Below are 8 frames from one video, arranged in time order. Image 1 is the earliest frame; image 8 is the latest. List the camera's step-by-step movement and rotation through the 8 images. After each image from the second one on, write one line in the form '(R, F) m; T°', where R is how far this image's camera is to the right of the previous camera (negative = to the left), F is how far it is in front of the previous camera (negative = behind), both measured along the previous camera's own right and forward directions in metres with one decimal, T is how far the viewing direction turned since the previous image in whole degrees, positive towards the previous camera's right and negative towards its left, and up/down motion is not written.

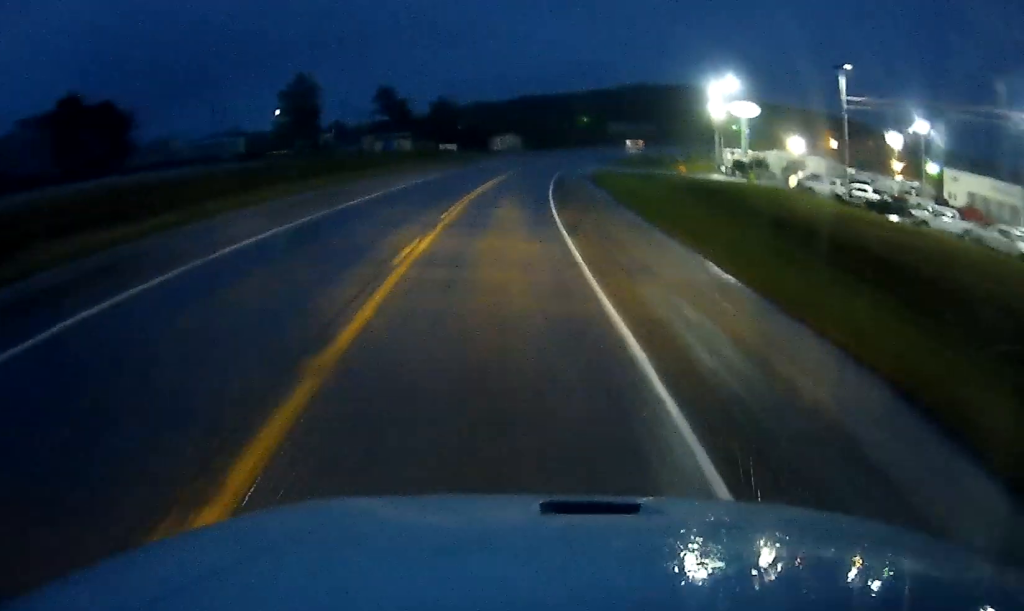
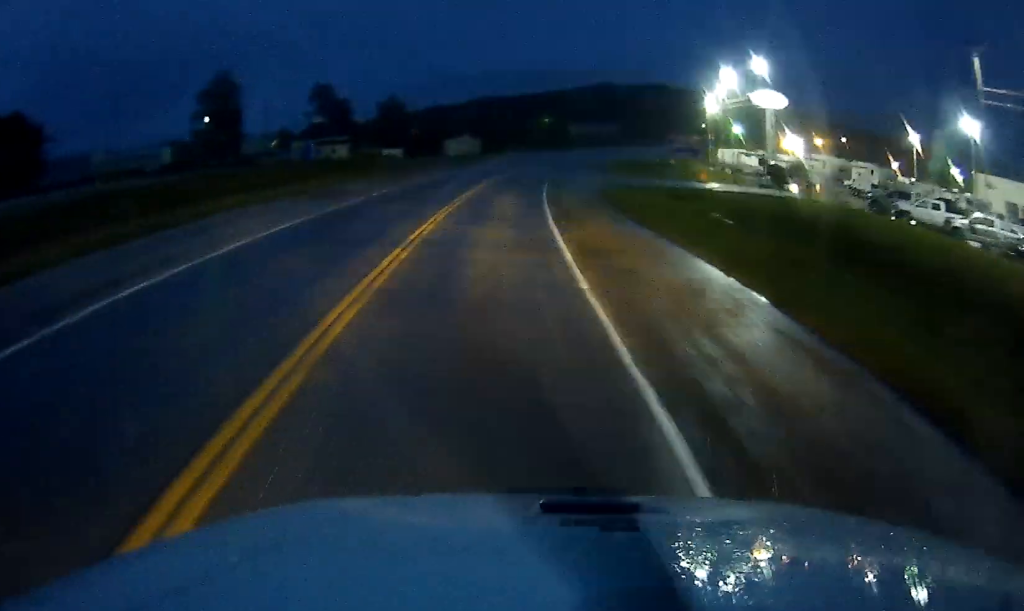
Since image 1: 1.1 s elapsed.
(+1.3, +20.4) m; +5°
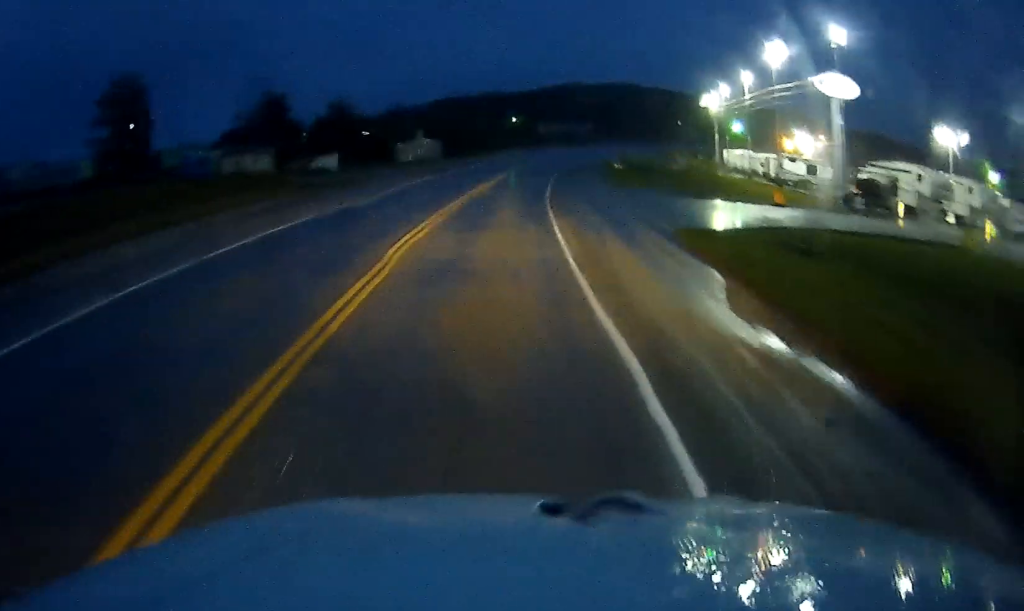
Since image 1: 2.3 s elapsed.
(+0.2, +20.9) m; +1°
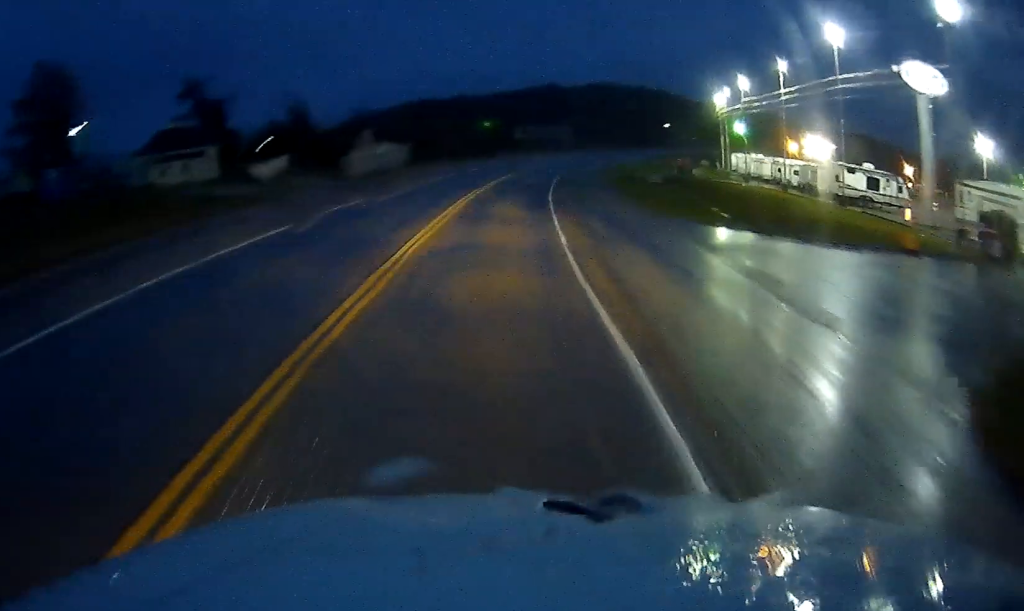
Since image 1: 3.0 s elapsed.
(0.0, +14.2) m; +2°
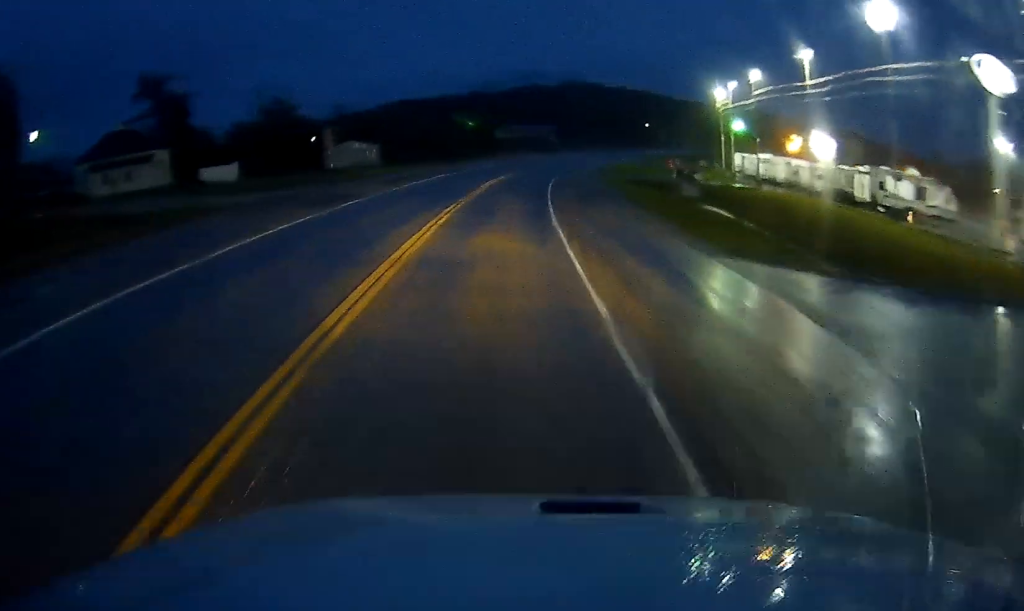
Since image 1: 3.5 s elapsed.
(+0.1, +8.1) m; +1°
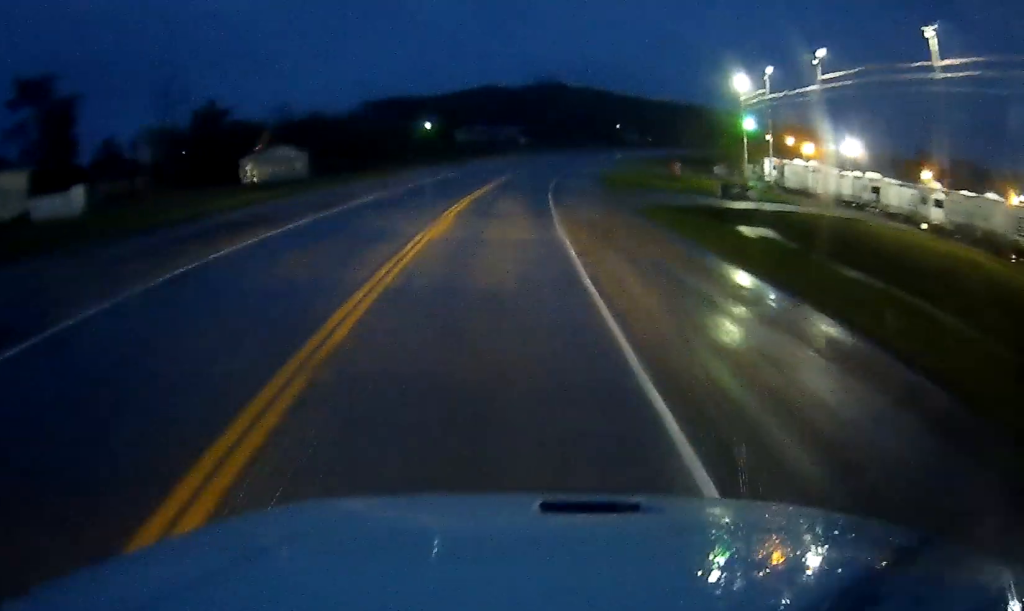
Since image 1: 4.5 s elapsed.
(+0.8, +20.0) m; +5°
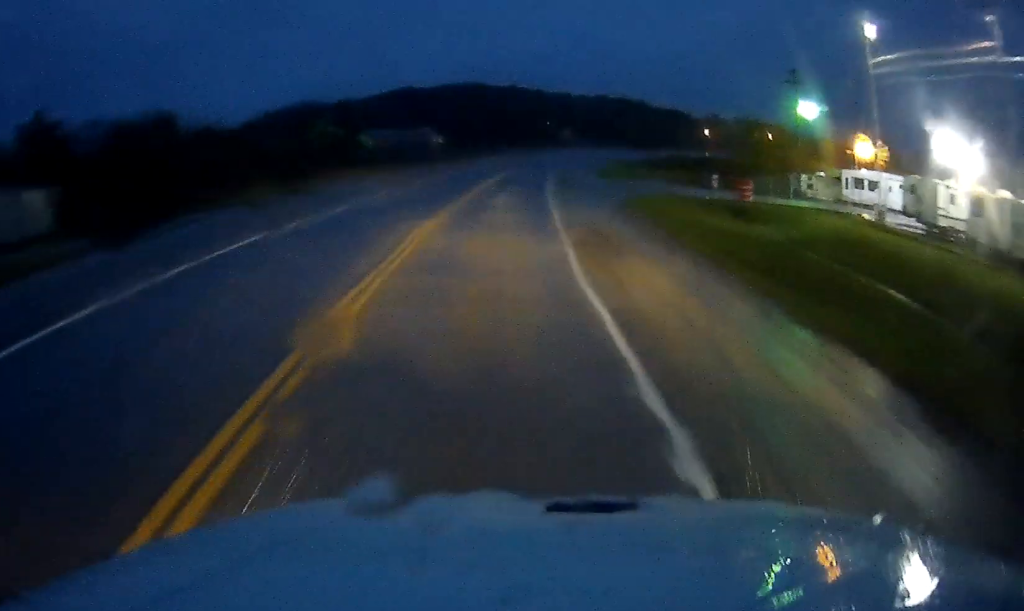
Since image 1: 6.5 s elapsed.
(+2.5, +38.1) m; +6°
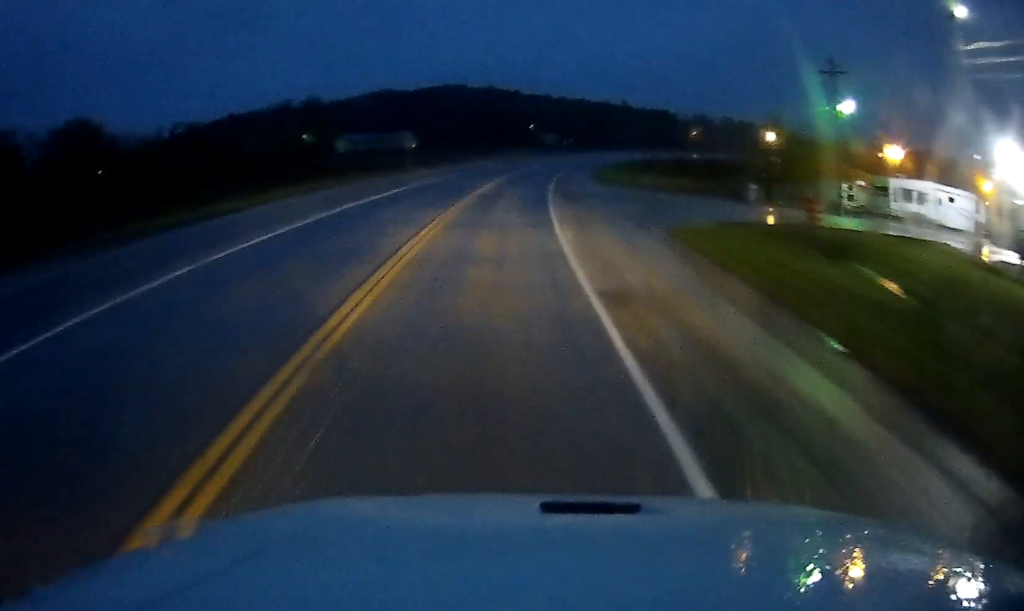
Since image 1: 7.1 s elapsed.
(-0.2, +10.3) m; +1°
